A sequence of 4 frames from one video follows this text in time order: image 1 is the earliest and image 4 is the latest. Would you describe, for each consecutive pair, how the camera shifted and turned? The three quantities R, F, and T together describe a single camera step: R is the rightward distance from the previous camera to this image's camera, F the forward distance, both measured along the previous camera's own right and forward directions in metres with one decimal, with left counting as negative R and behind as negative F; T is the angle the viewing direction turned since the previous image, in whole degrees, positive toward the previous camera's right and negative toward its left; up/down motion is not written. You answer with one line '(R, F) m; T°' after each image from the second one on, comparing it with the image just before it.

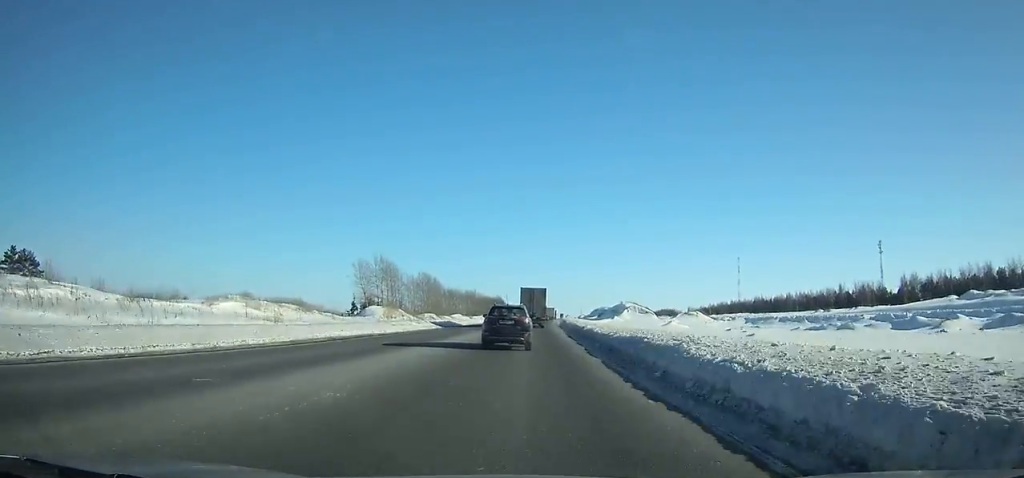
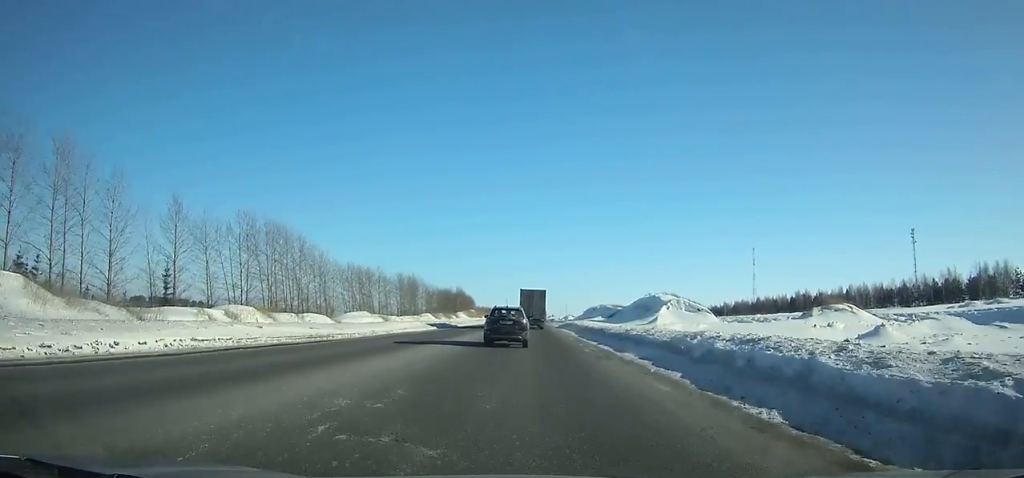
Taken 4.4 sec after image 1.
(+1.0, +88.5) m; +1°
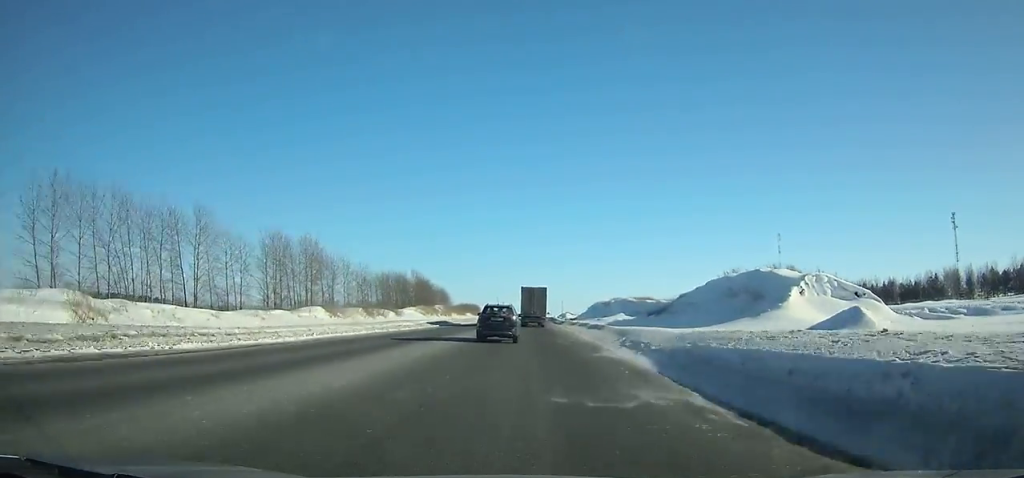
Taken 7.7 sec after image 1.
(+0.8, +66.9) m; +1°
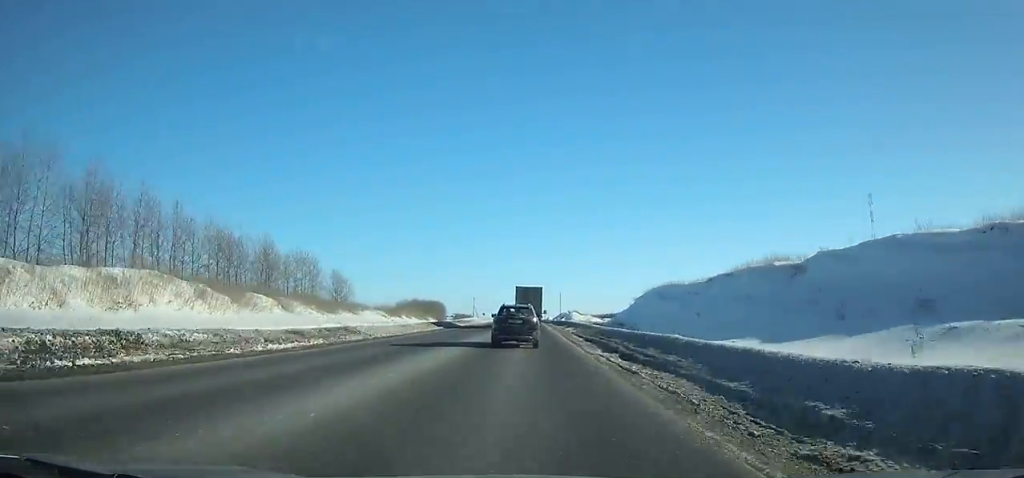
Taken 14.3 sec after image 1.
(+1.8, +142.0) m; +1°
